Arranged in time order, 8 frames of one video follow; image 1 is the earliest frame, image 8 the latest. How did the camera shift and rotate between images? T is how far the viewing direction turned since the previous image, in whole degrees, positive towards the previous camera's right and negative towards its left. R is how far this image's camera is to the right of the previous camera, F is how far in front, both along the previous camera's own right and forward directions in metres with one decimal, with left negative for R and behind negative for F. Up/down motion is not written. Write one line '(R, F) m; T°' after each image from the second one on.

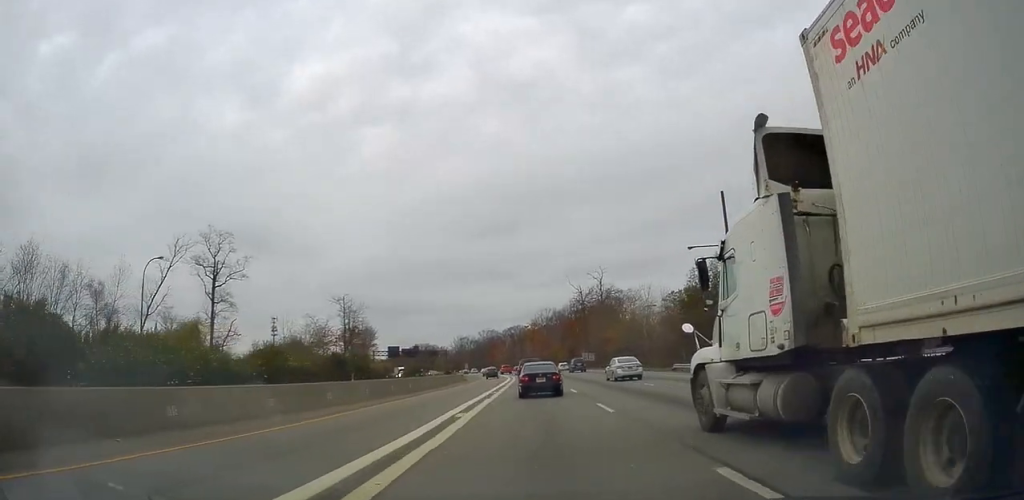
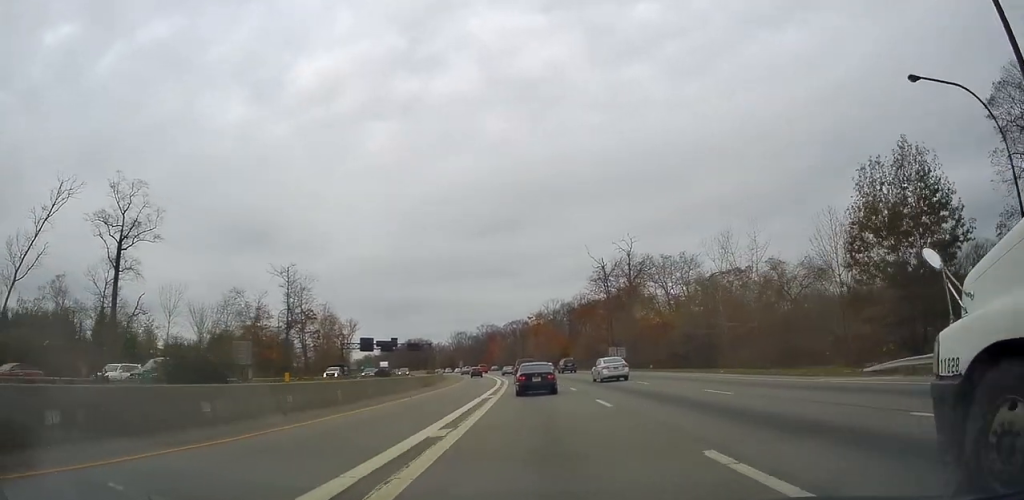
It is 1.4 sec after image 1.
(-0.2, +34.5) m; -1°
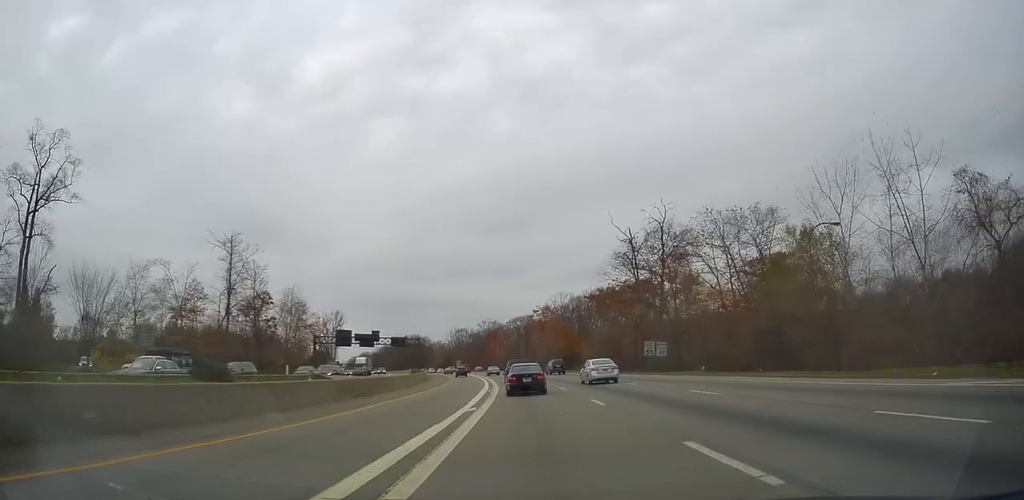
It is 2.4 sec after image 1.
(0.0, +23.0) m; 0°
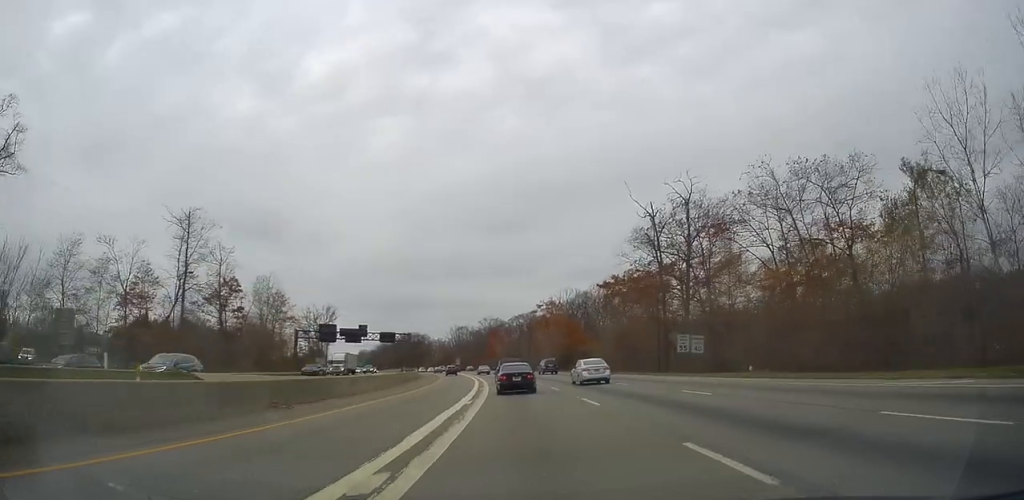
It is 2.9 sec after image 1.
(0.0, +12.4) m; 0°
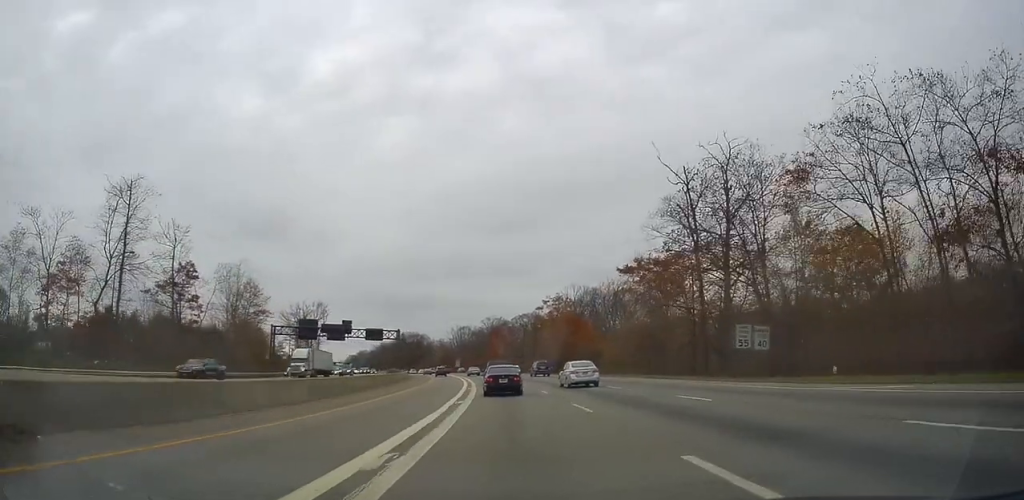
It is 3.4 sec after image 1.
(+0.1, +13.3) m; -1°
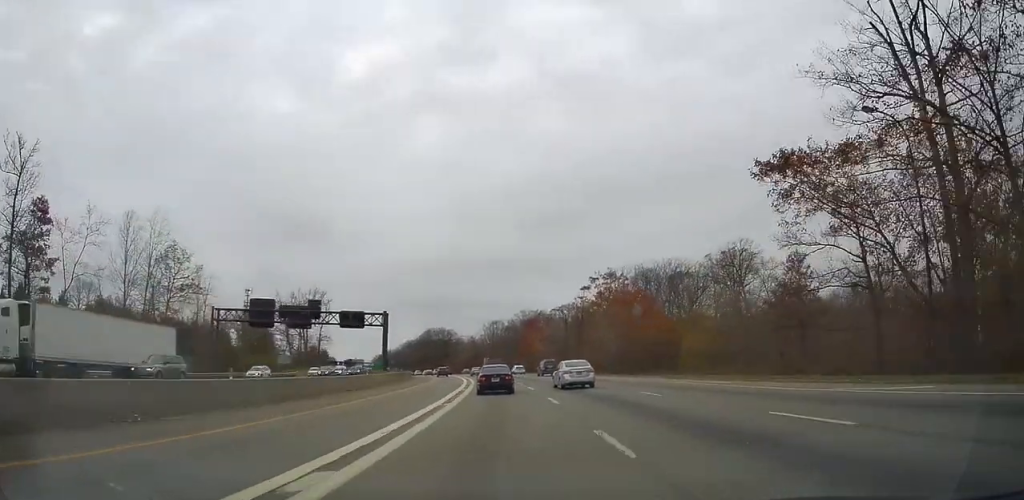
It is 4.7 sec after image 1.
(-0.4, +31.6) m; 0°
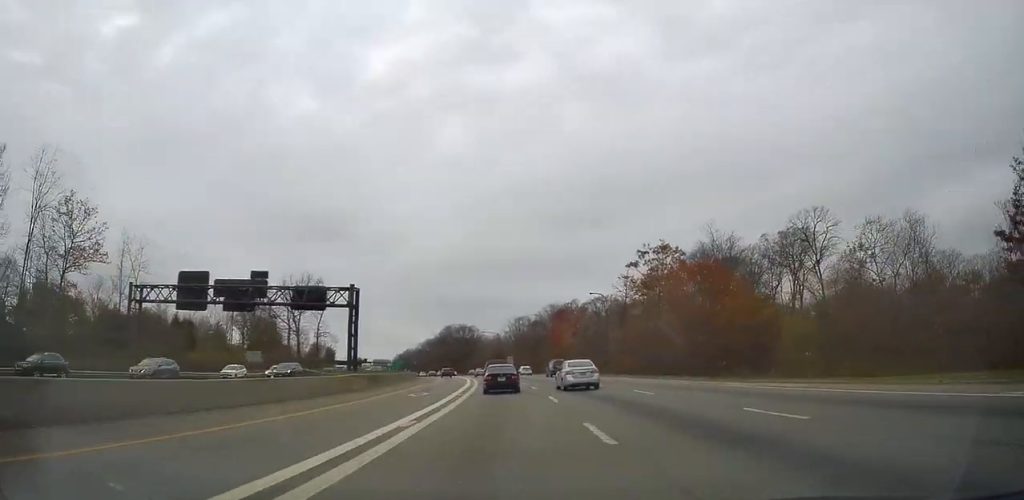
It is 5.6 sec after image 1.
(+0.4, +22.2) m; 0°
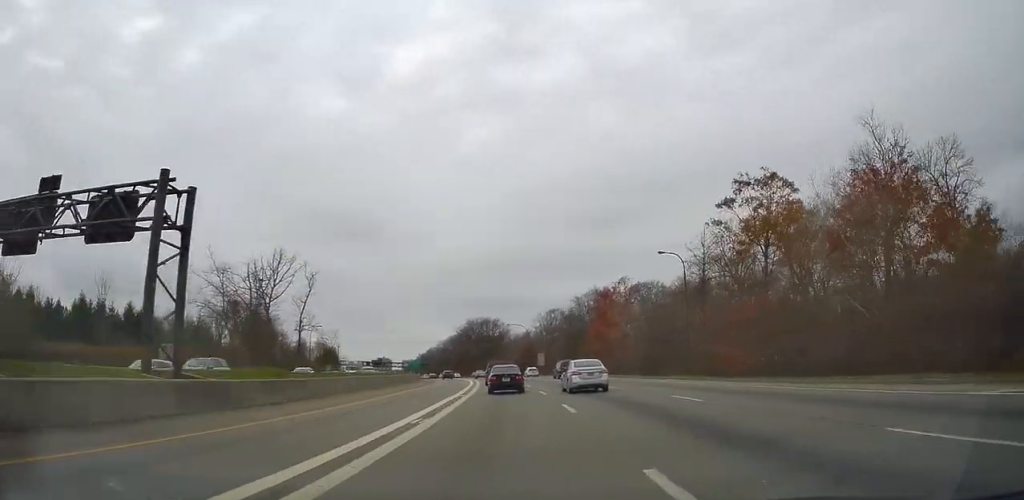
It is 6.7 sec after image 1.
(-0.9, +29.5) m; -4°
